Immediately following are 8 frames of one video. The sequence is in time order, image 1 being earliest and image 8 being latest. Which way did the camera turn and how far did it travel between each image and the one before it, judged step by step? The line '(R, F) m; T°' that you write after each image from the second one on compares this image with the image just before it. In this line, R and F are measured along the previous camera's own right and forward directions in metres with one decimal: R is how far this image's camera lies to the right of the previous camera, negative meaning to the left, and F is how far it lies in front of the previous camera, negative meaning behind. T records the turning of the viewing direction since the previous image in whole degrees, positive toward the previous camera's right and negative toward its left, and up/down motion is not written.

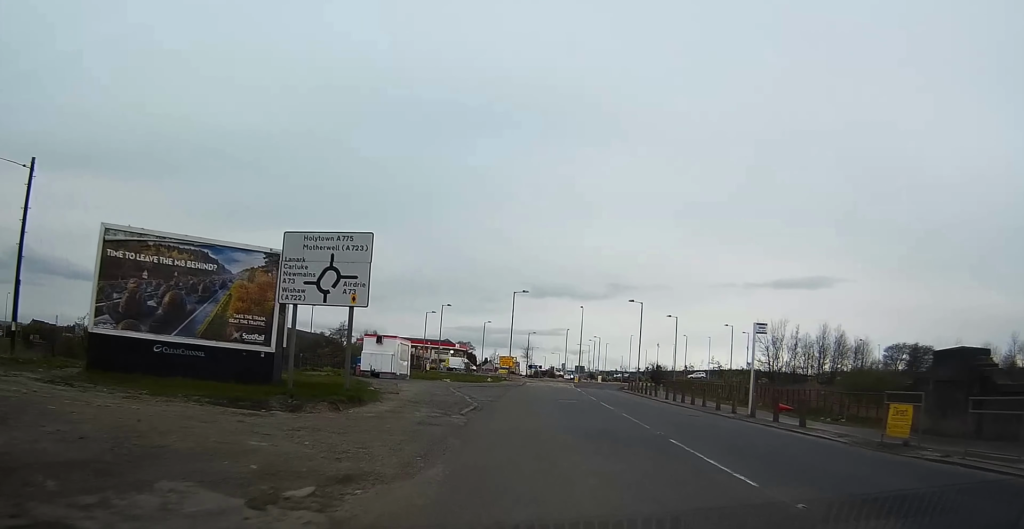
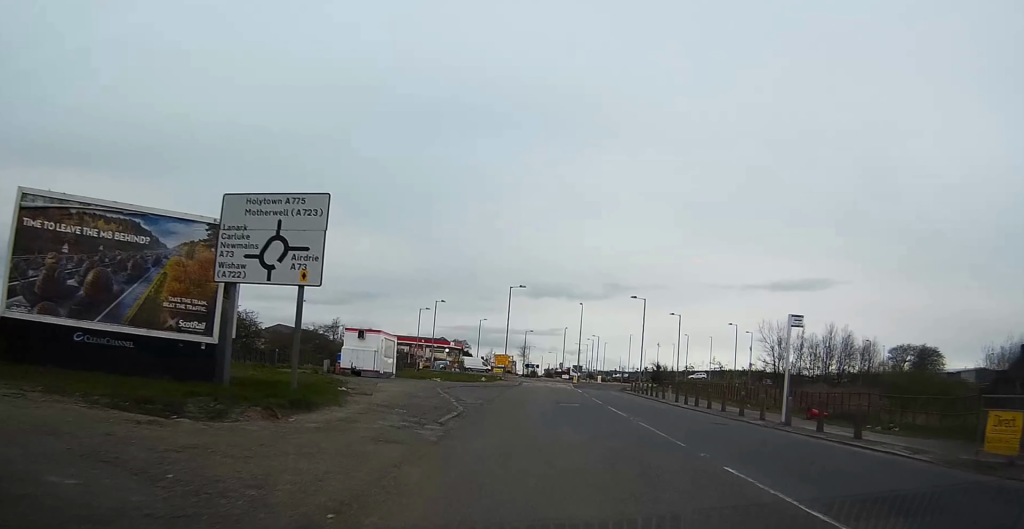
(-0.1, +4.6) m; 0°
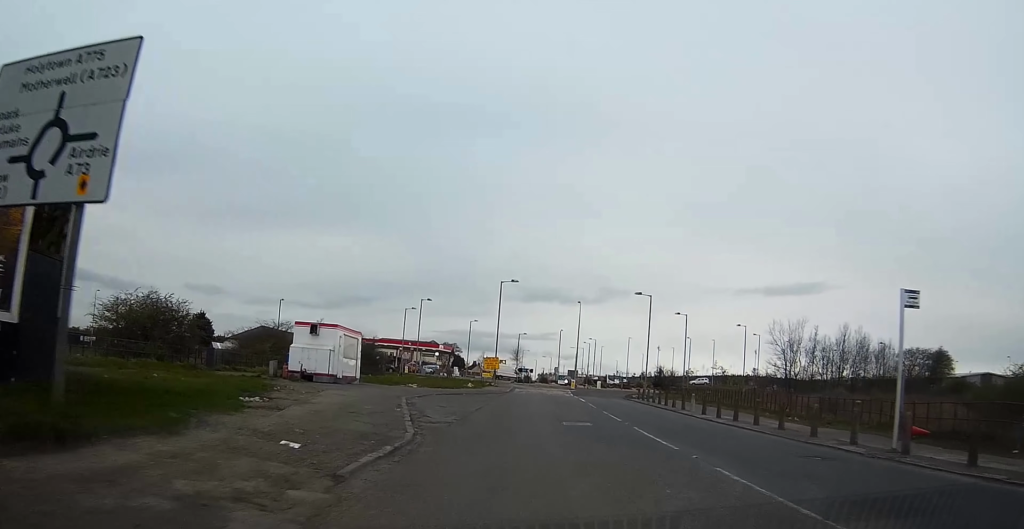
(+0.1, +8.6) m; 0°
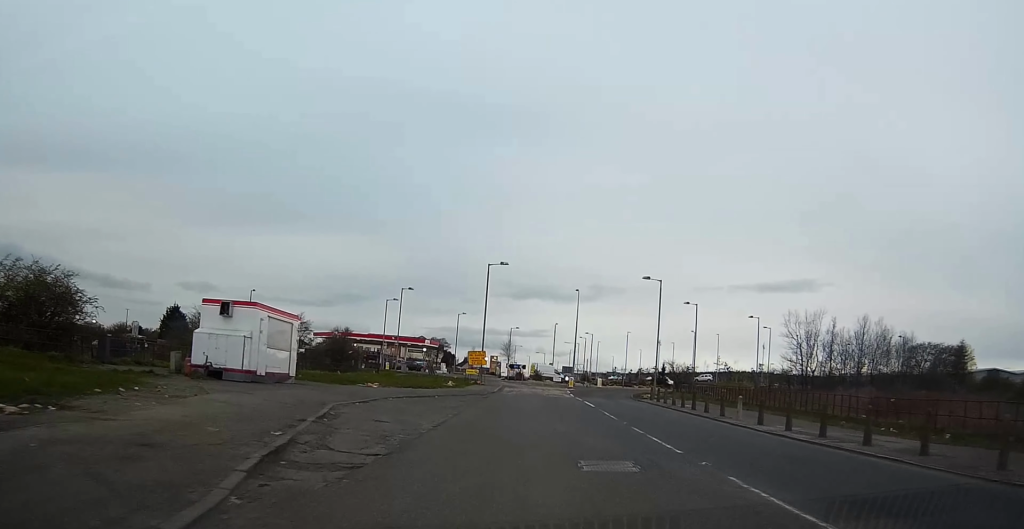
(0.0, +9.9) m; 0°
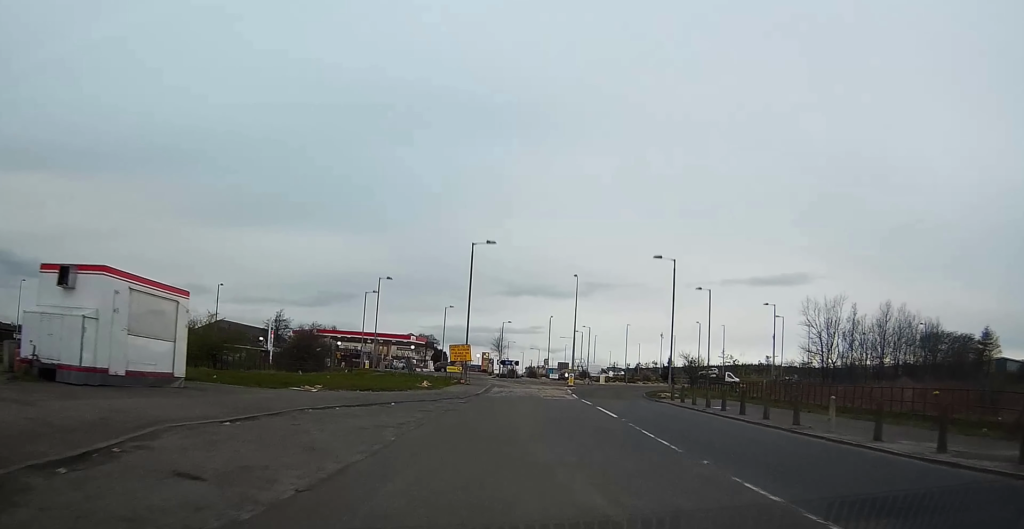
(0.0, +9.9) m; +1°
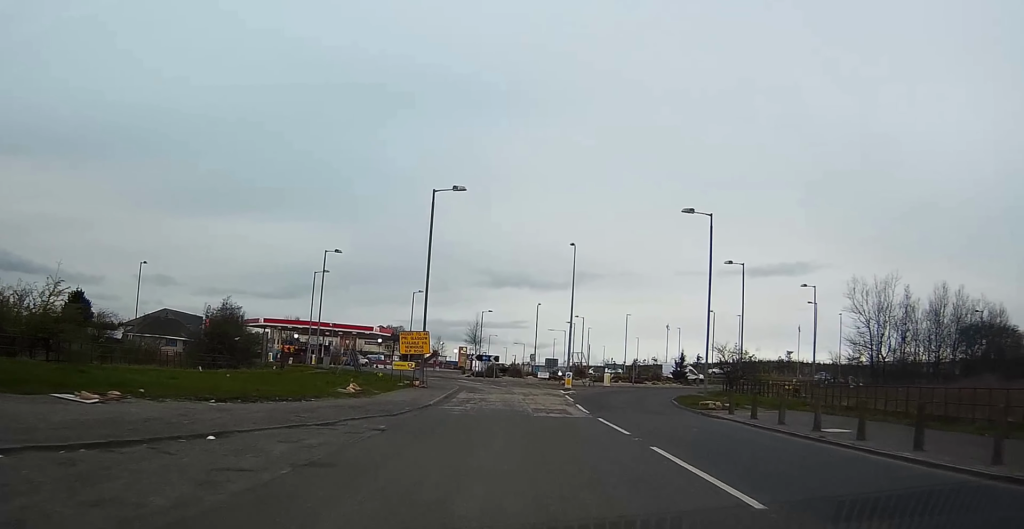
(+0.2, +13.6) m; 0°
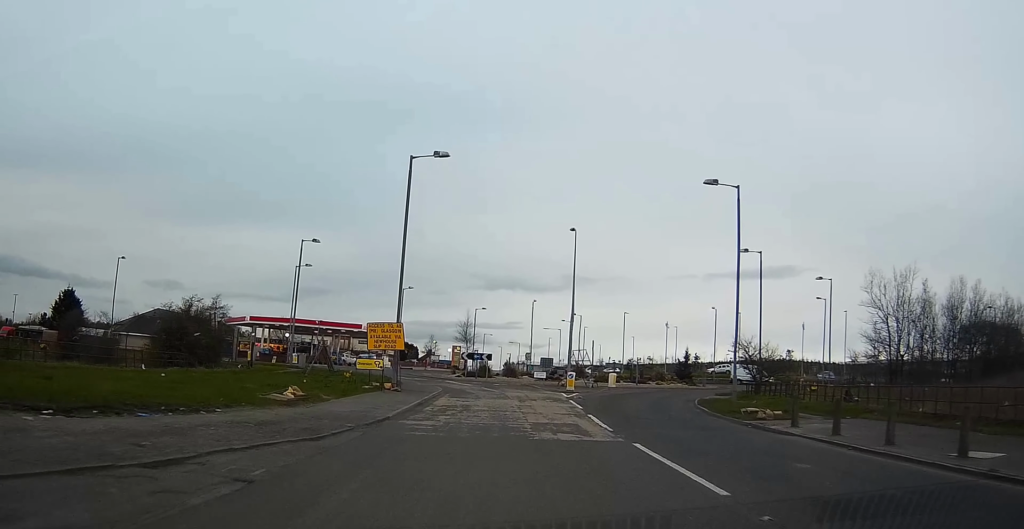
(-0.1, +8.3) m; -1°
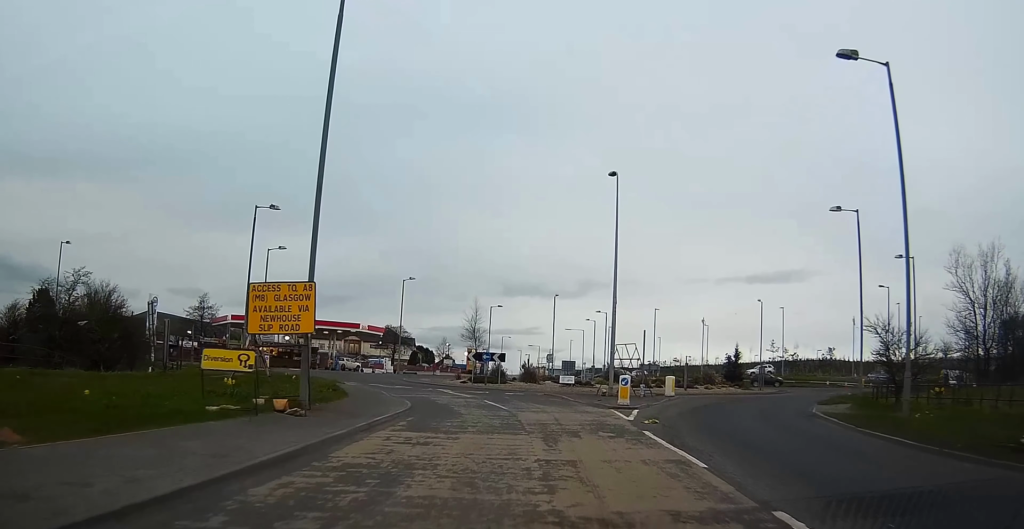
(-0.3, +16.6) m; -2°
